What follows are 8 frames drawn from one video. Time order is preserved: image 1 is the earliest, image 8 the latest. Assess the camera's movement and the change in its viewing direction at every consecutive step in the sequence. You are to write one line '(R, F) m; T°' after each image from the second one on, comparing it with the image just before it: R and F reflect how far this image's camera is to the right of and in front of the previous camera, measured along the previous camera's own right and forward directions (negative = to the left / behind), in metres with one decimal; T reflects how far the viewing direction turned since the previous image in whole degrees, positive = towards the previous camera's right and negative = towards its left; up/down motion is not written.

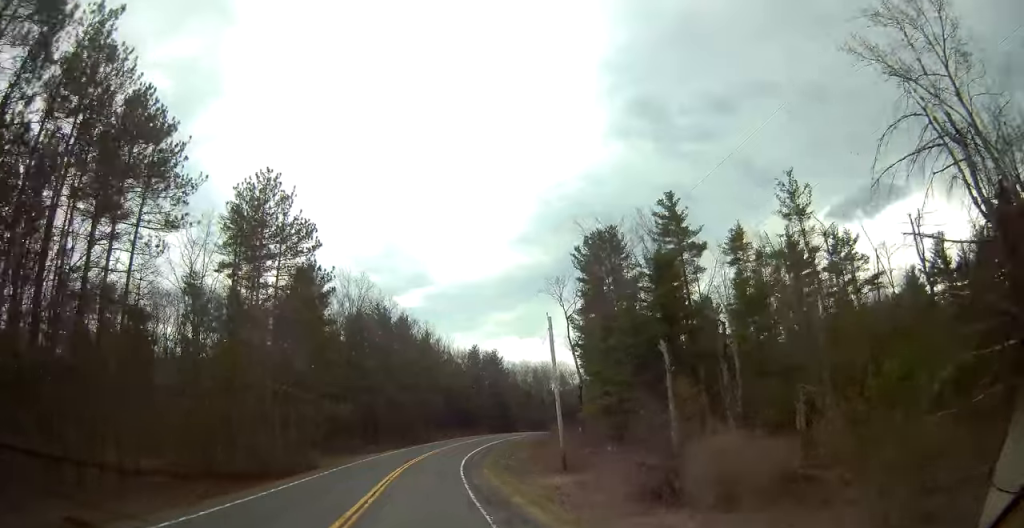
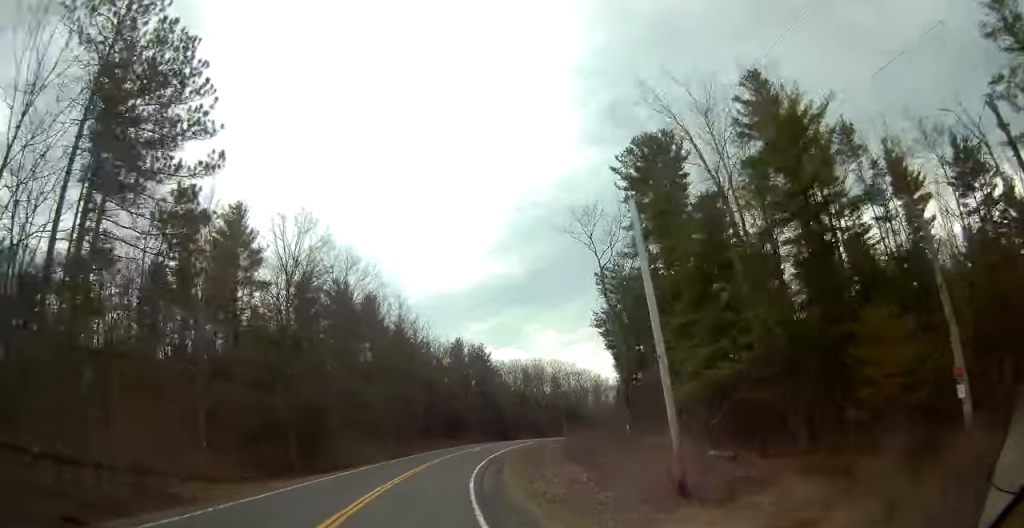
(+0.1, +22.2) m; +2°
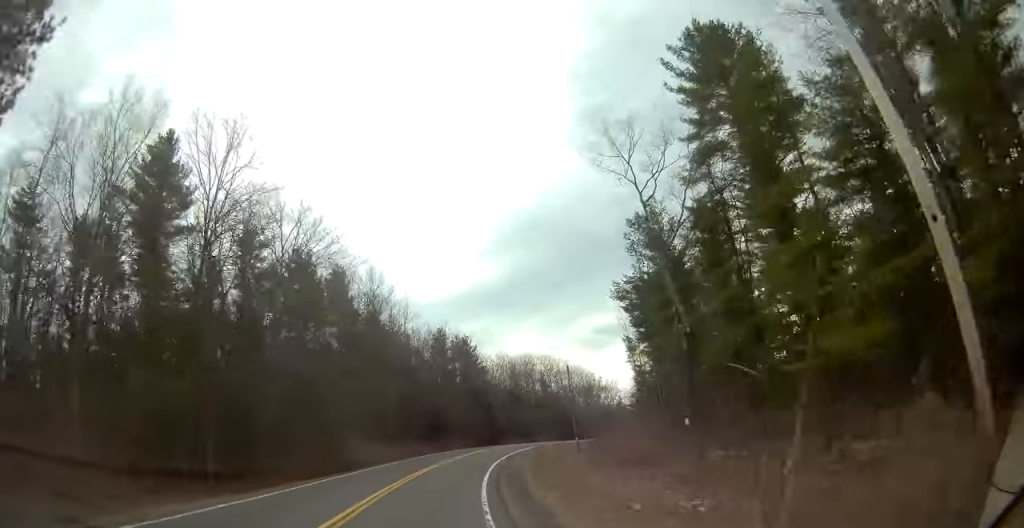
(+0.2, +13.8) m; +2°
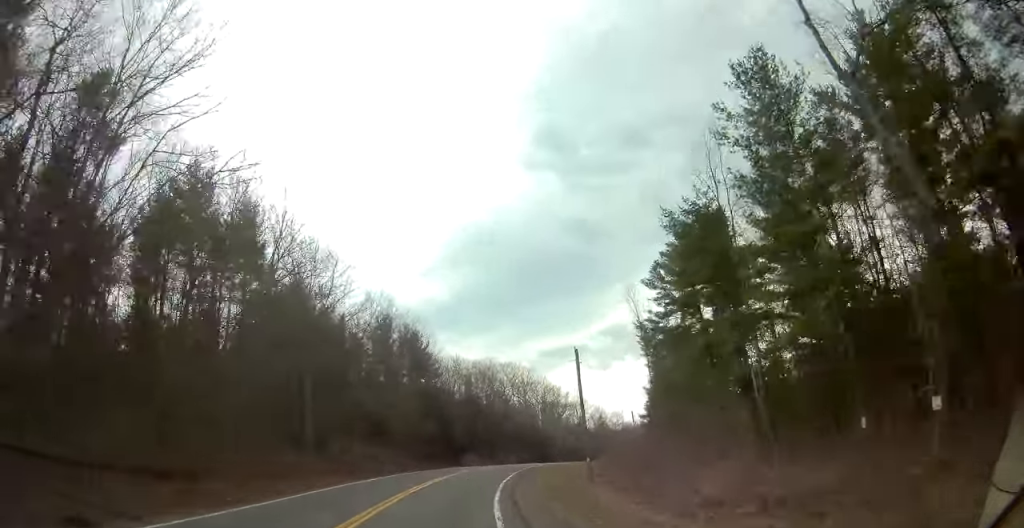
(+0.8, +20.9) m; +5°
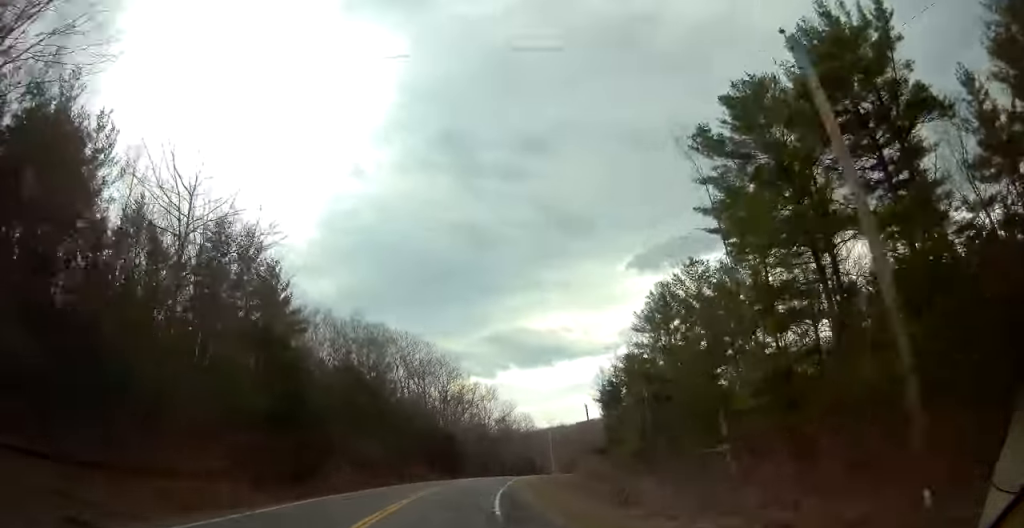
(+2.1, +32.6) m; +11°
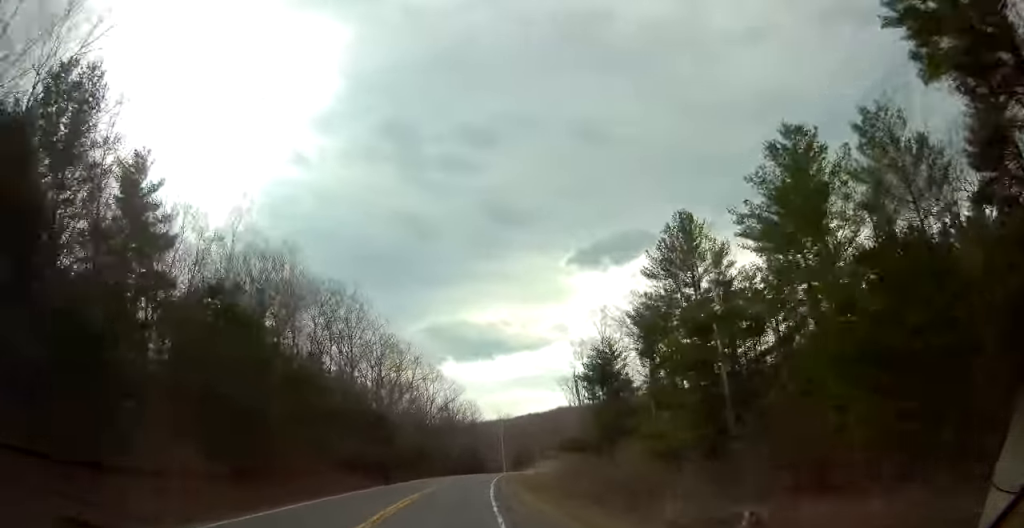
(+1.9, +20.5) m; +7°
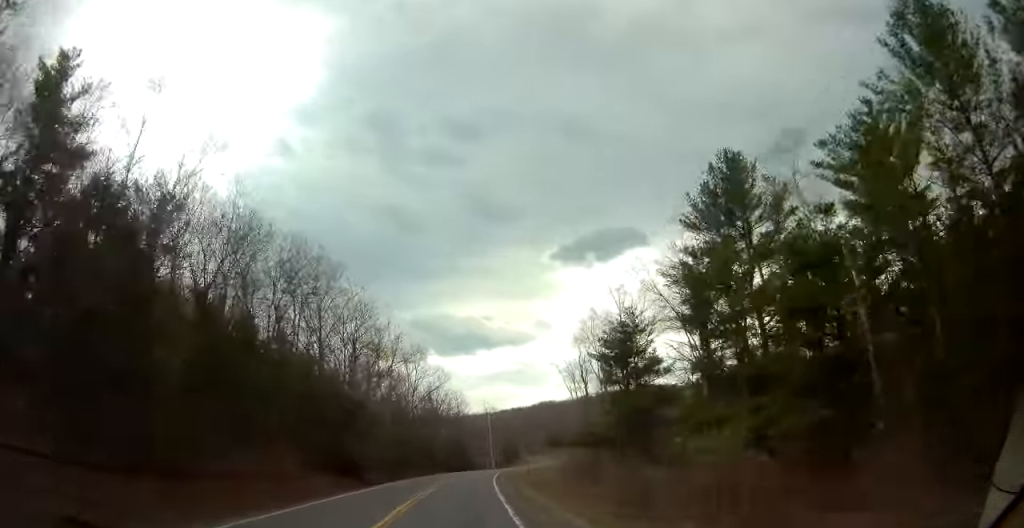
(+0.5, +11.0) m; +3°
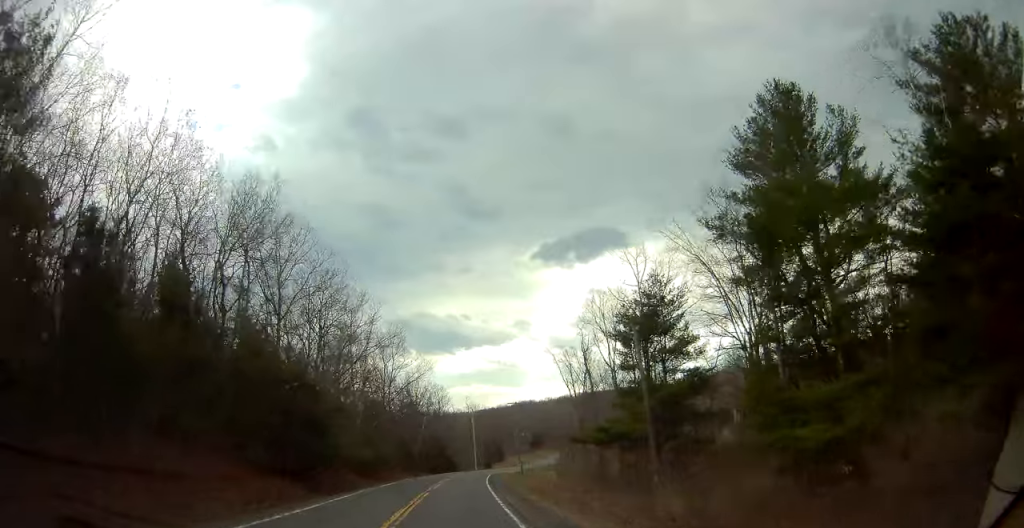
(+0.2, +9.4) m; +2°
